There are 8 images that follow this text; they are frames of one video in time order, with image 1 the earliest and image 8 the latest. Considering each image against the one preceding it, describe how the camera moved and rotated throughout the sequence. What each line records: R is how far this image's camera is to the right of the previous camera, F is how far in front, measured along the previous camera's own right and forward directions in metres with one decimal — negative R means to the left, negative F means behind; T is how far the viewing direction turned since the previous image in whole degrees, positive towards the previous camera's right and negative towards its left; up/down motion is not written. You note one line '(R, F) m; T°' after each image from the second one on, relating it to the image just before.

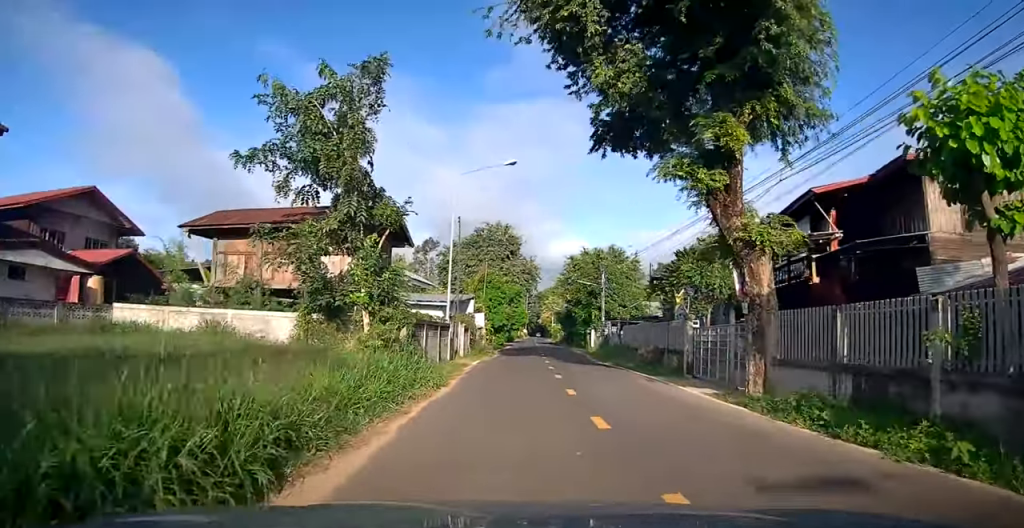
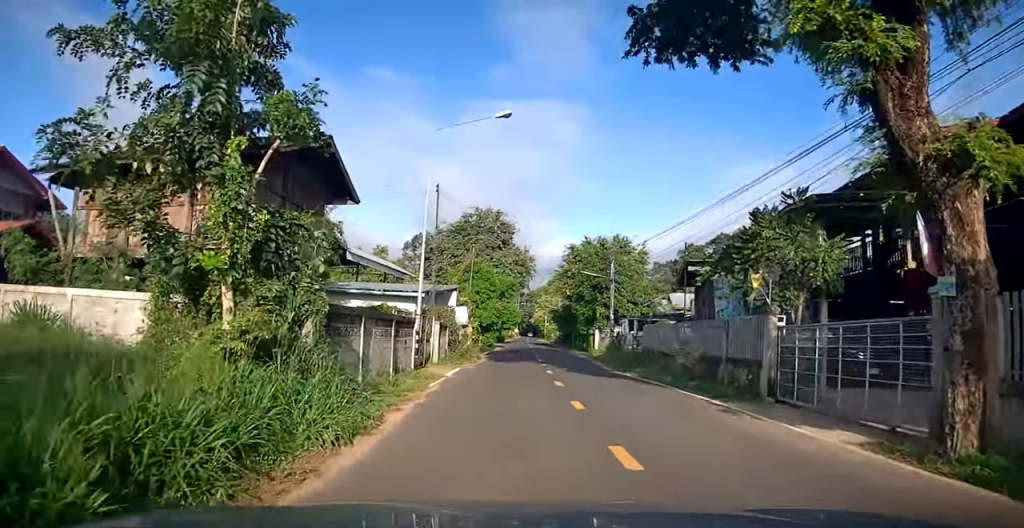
(0.0, +6.3) m; 0°
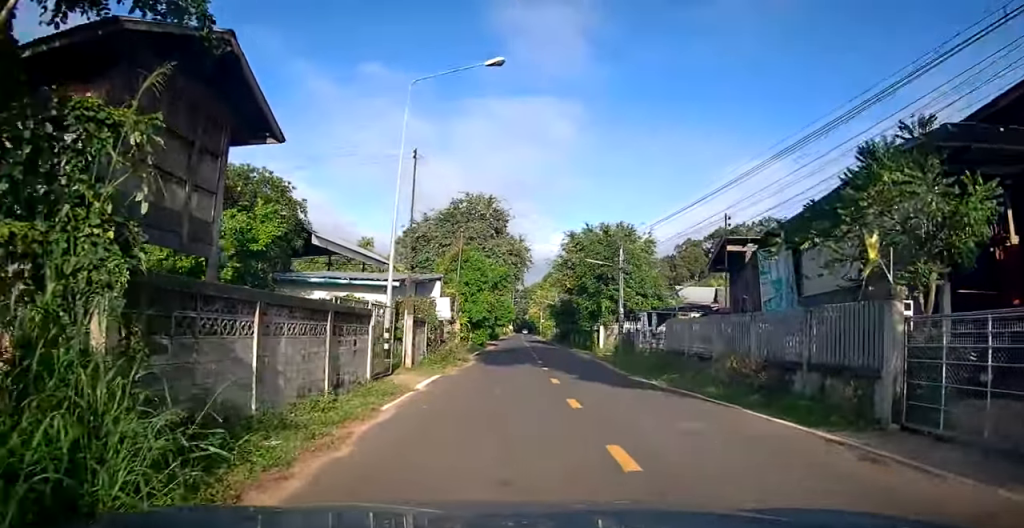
(0.0, +4.3) m; 0°
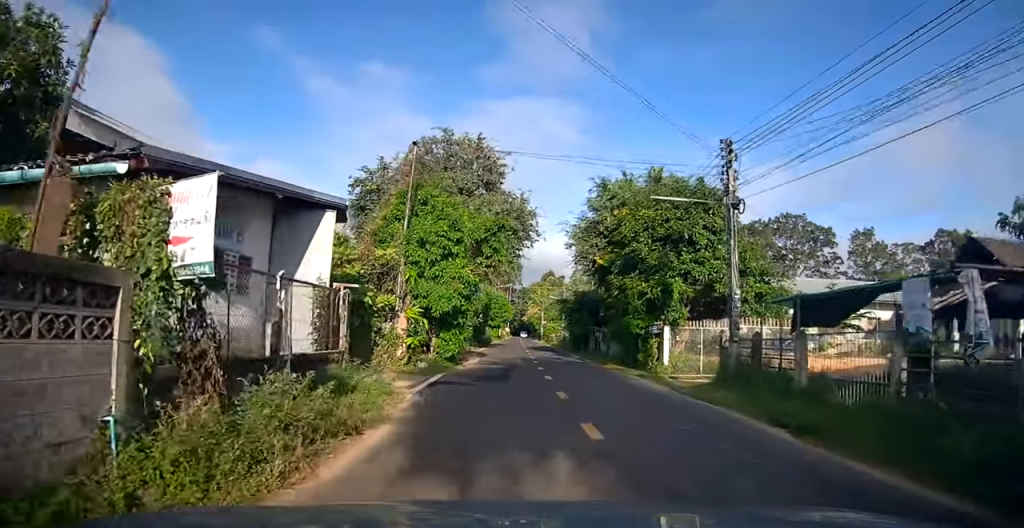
(+0.5, +14.5) m; +3°
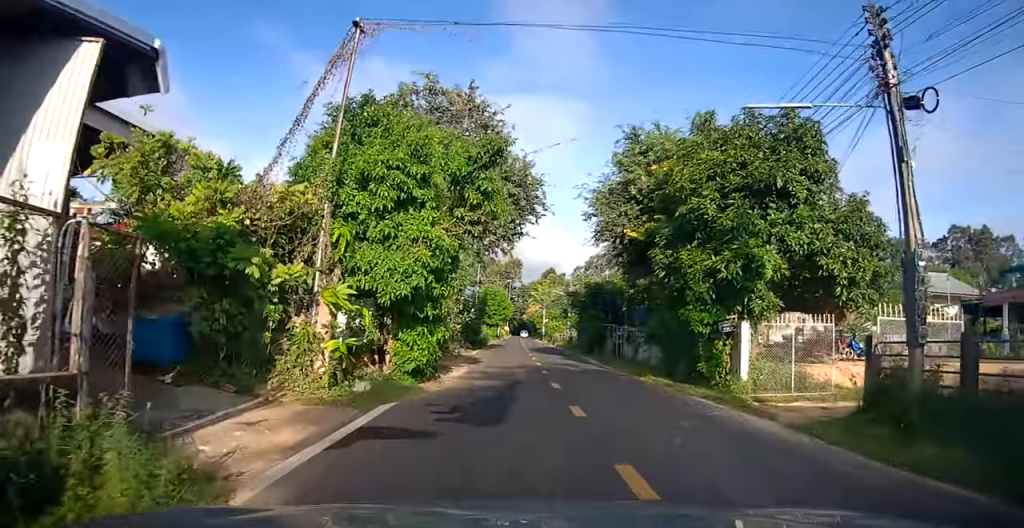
(+0.1, +6.4) m; 0°
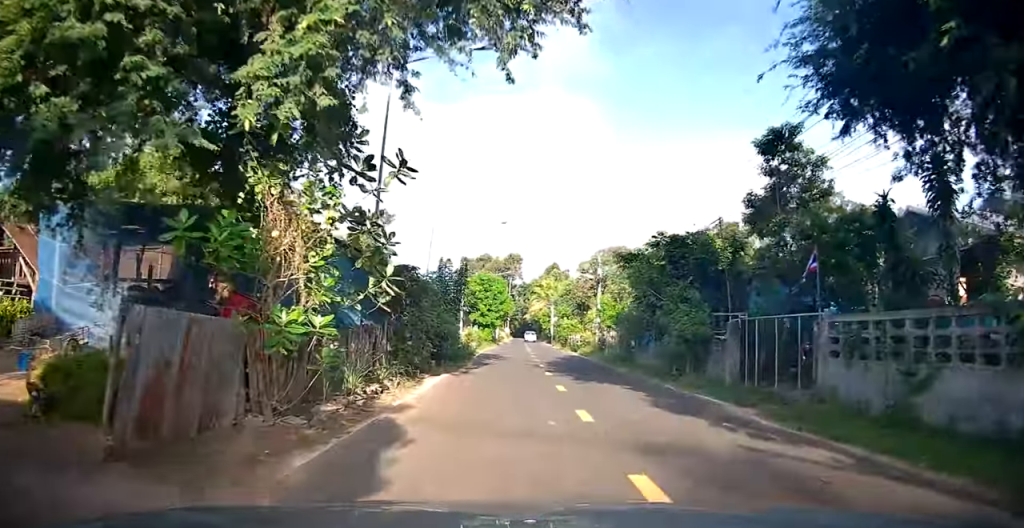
(0.0, +16.5) m; -1°
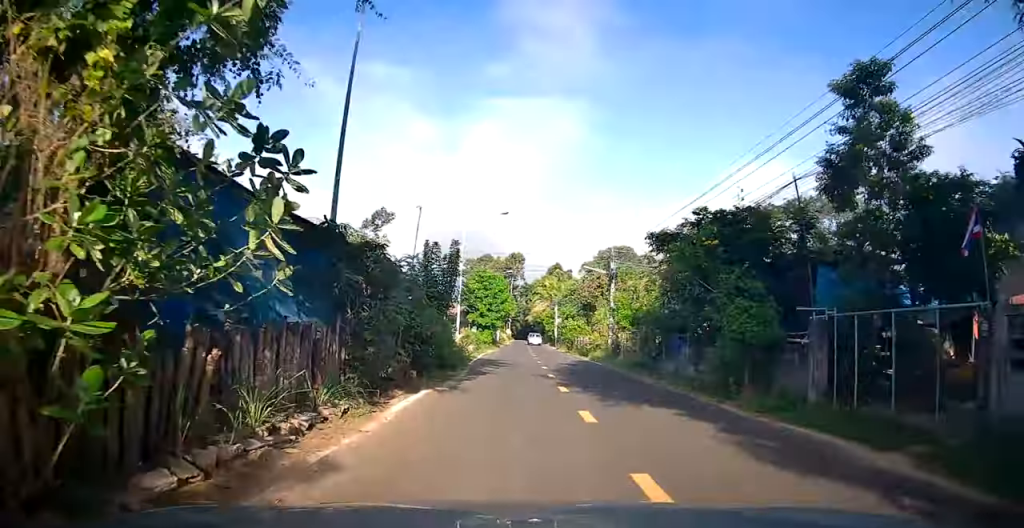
(-0.1, +3.9) m; -1°
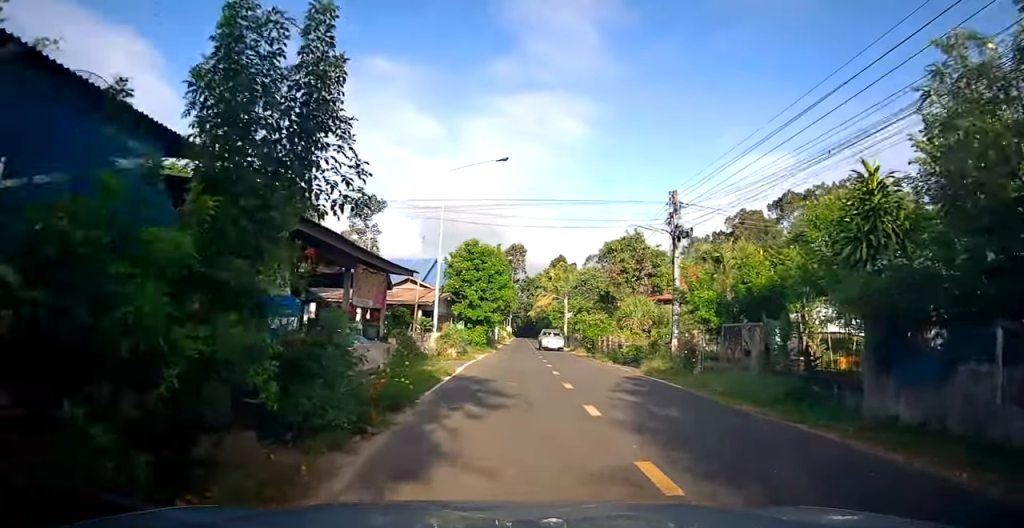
(-0.2, +11.8) m; +1°
